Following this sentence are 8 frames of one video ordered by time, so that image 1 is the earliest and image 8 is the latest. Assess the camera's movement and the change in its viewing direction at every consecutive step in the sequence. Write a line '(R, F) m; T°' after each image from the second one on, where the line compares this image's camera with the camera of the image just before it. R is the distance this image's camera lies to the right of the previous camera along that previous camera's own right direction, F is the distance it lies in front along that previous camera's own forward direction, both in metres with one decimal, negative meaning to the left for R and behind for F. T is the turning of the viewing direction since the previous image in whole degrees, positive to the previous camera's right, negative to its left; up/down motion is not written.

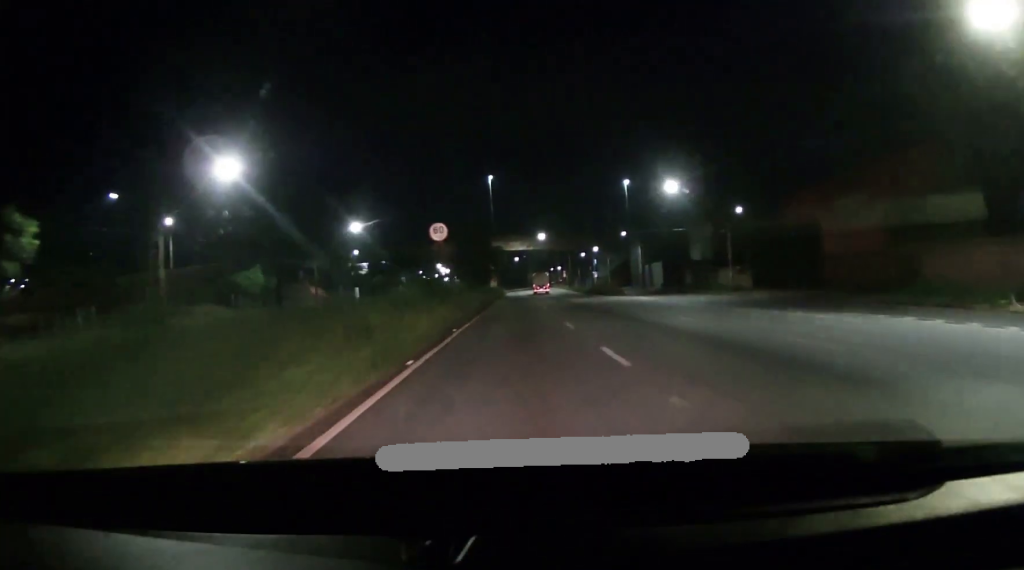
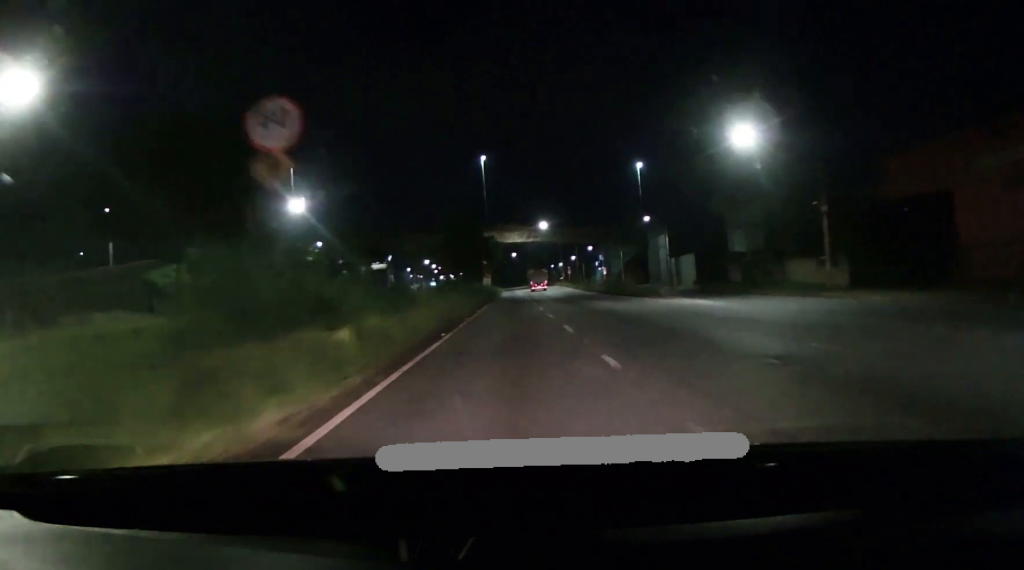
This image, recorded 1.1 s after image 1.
(+0.4, +18.7) m; +1°
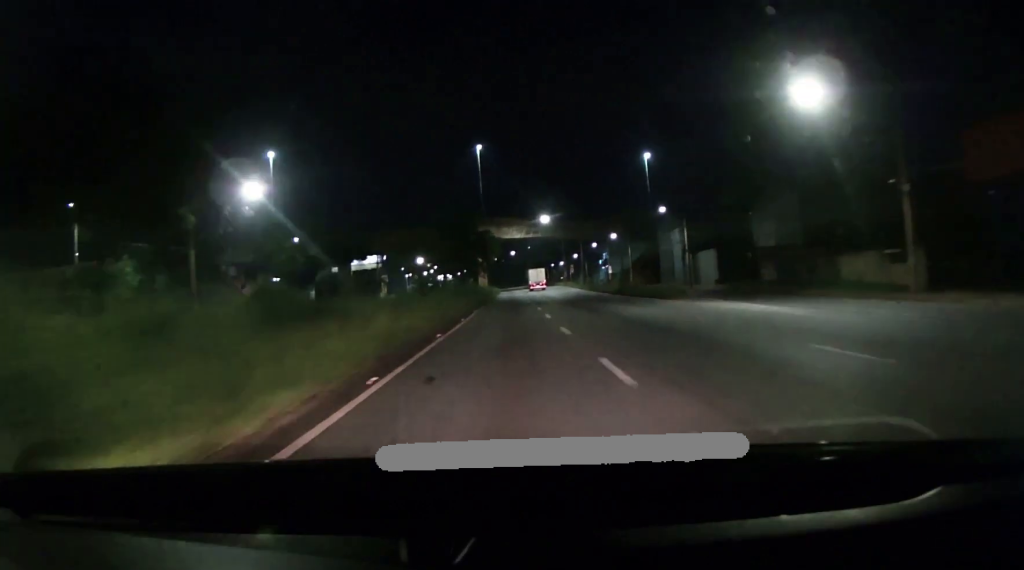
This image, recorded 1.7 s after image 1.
(+0.1, +8.8) m; 0°
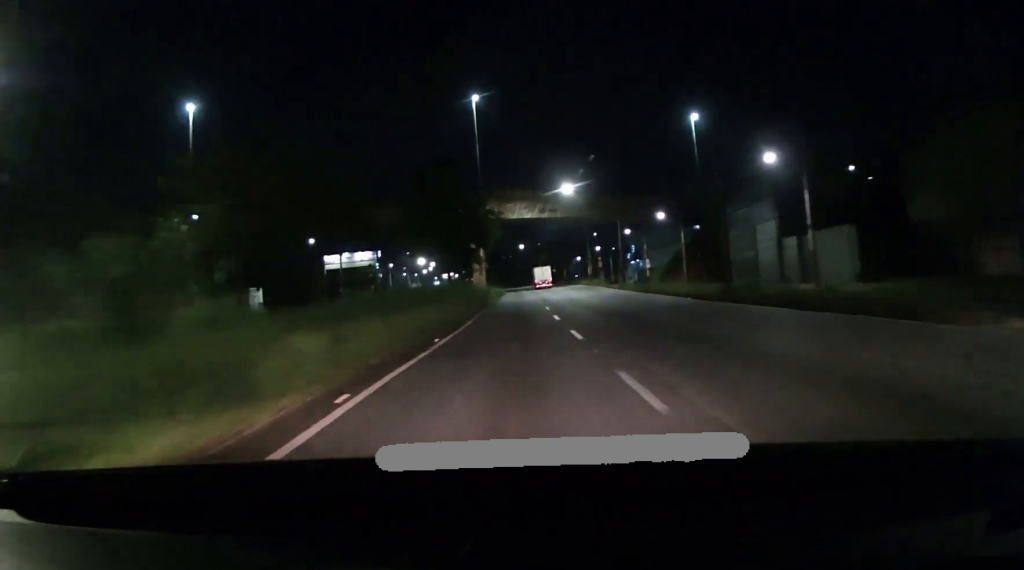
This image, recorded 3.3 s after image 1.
(0.0, +27.8) m; 0°
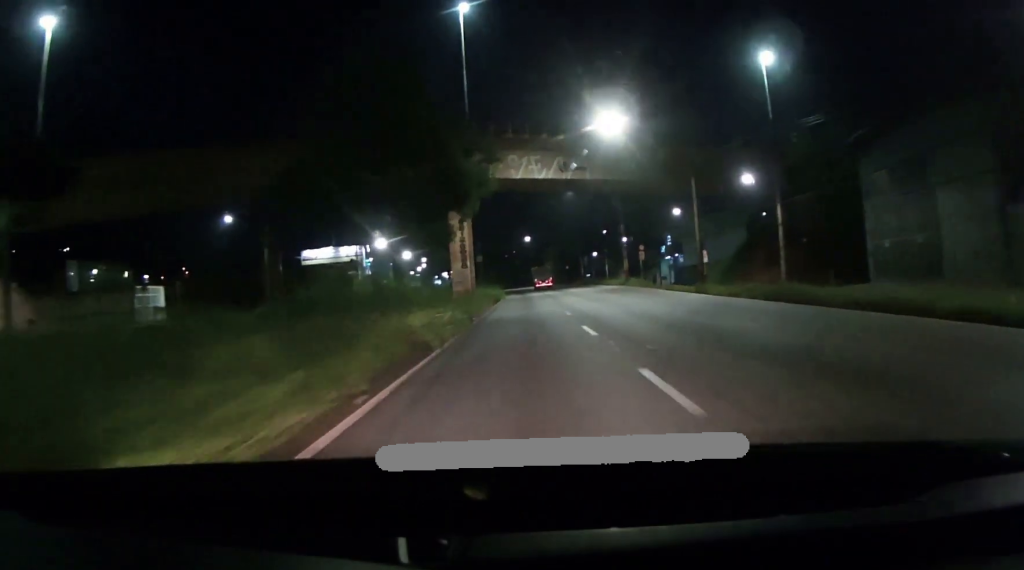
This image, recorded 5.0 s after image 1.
(-0.7, +26.9) m; -2°
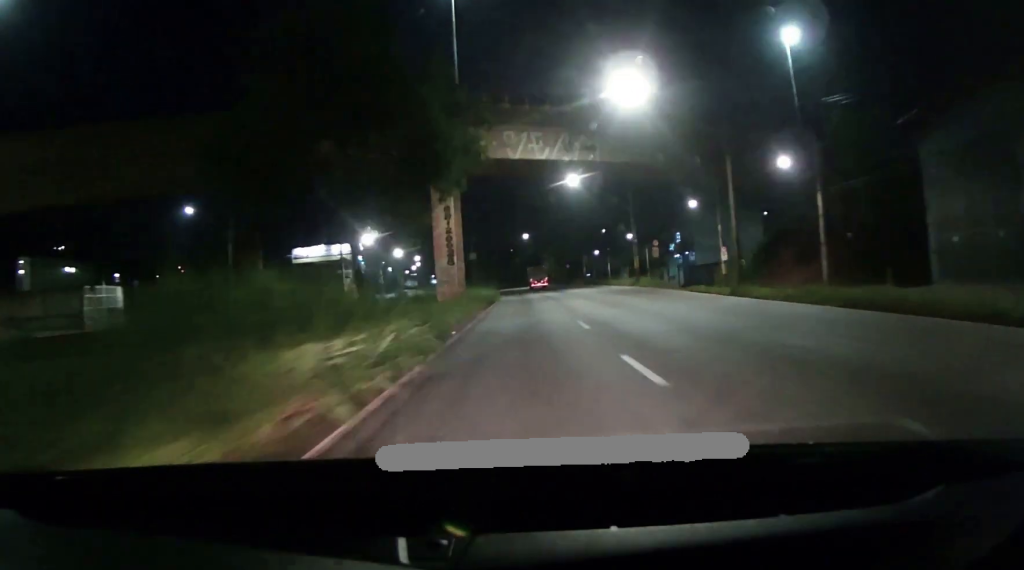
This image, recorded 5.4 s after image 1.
(0.0, +7.5) m; 0°
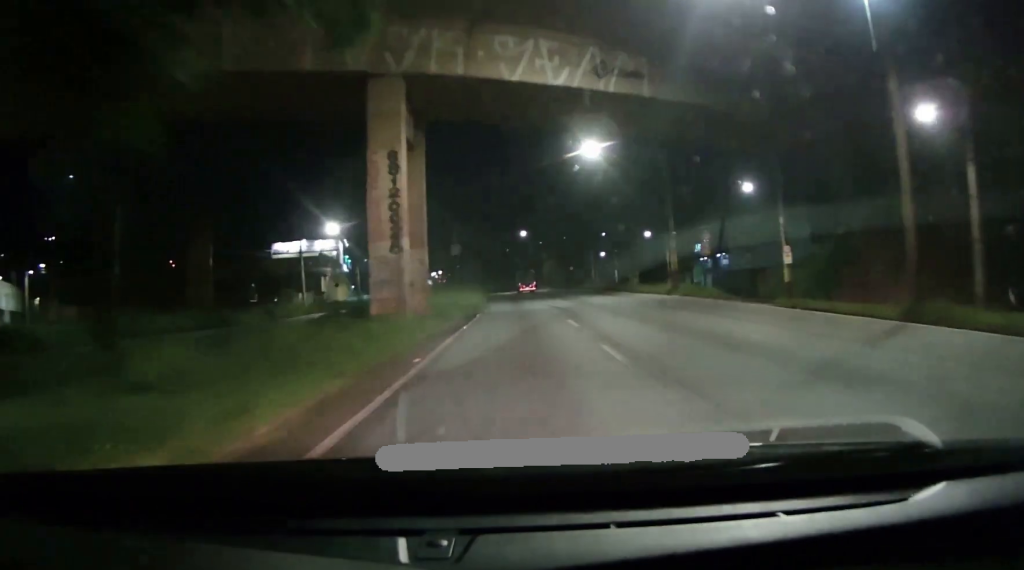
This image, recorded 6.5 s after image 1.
(0.0, +15.9) m; +2°
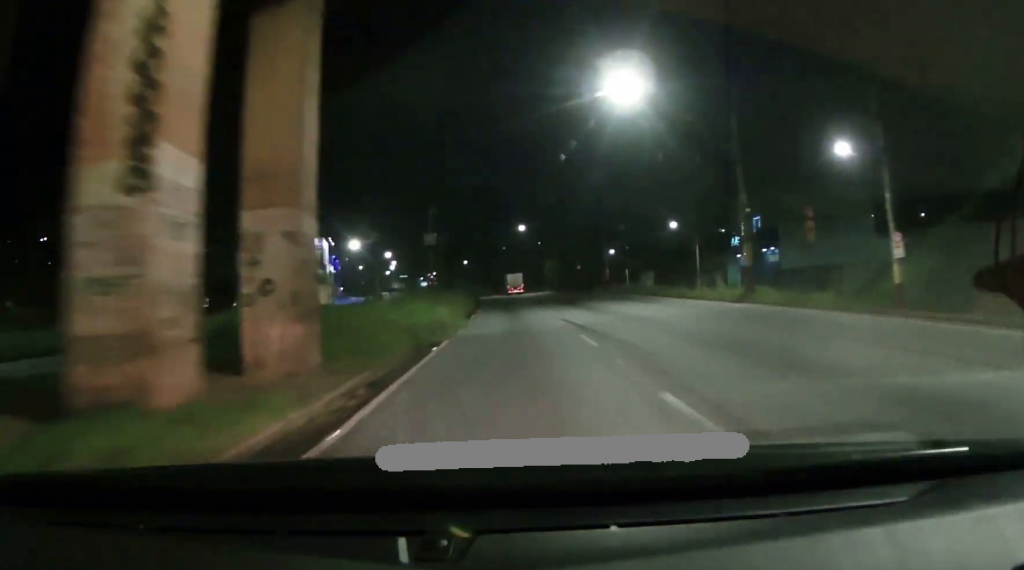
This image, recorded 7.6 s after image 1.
(+0.5, +14.7) m; 0°
